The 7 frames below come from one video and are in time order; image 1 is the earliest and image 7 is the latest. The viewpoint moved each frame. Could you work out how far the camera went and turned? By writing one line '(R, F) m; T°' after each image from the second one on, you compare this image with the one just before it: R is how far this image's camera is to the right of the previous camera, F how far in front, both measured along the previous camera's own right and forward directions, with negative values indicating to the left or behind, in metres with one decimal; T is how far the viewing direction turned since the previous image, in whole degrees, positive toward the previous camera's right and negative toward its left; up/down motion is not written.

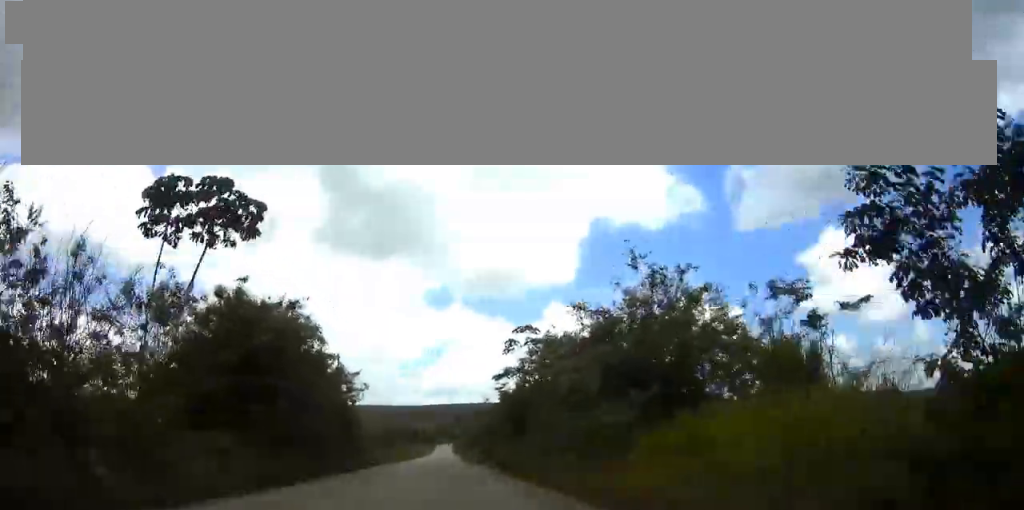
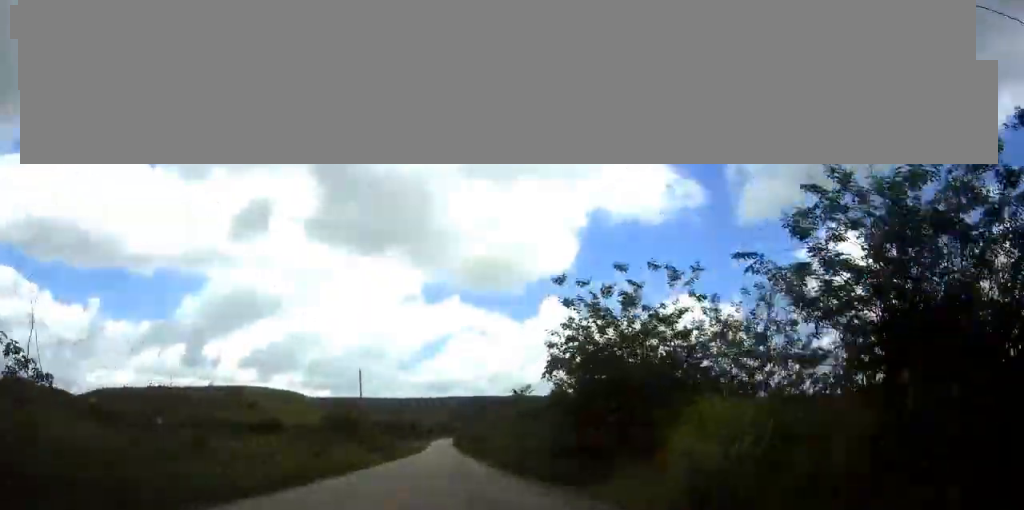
(0.0, +55.3) m; 0°
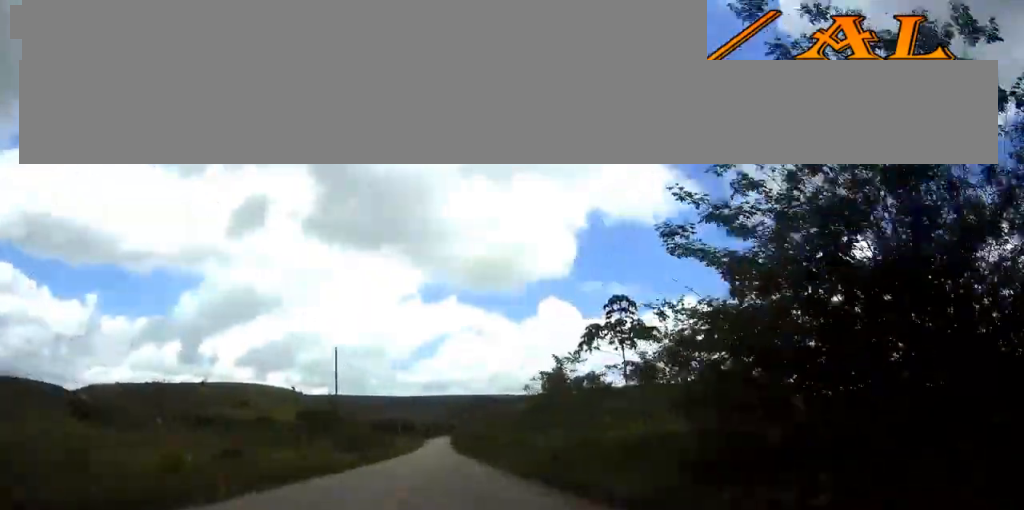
(0.0, +12.8) m; 0°
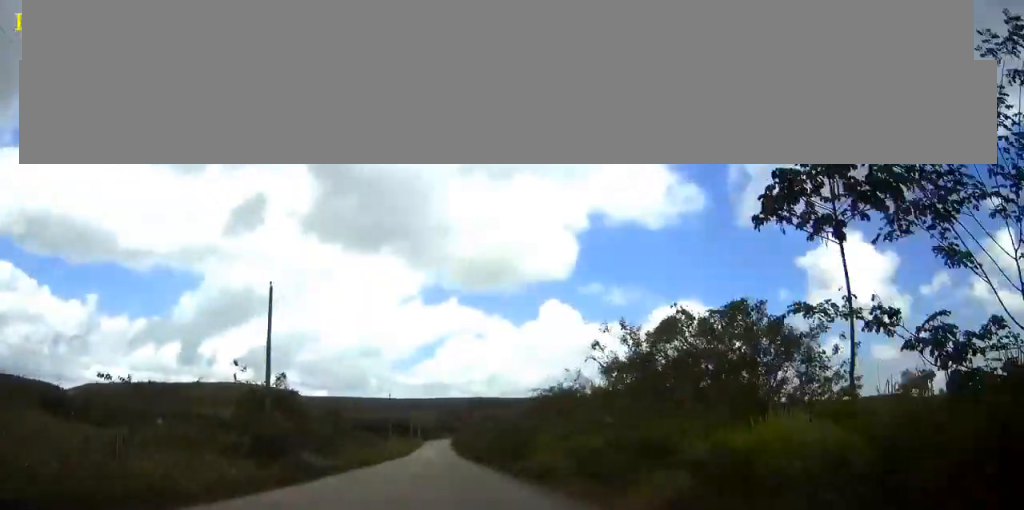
(+0.1, +19.3) m; +1°
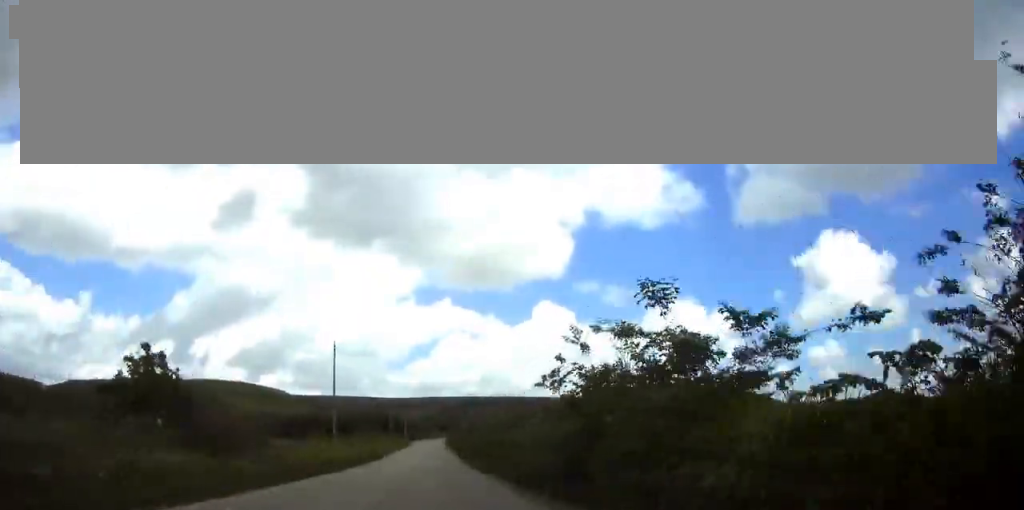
(+0.3, +43.5) m; 0°
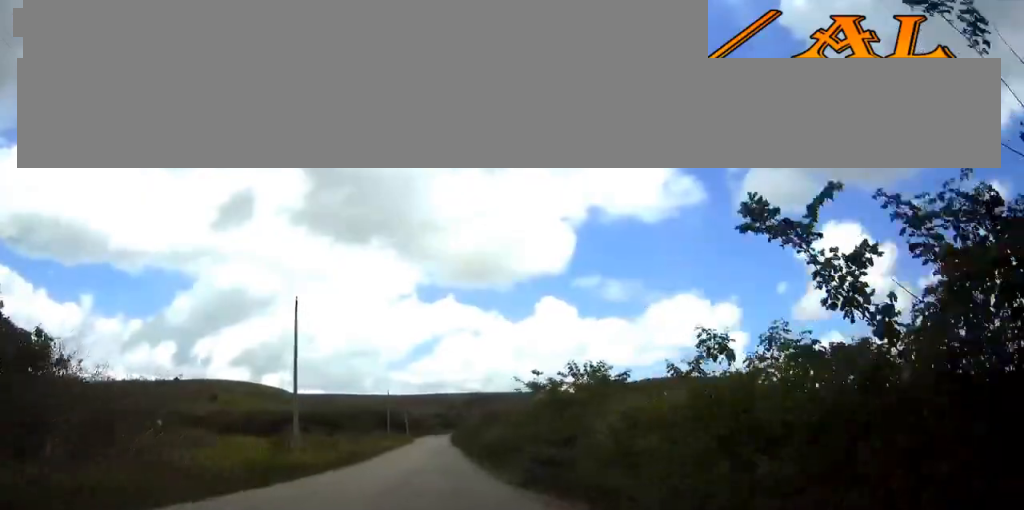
(0.0, +14.2) m; 0°
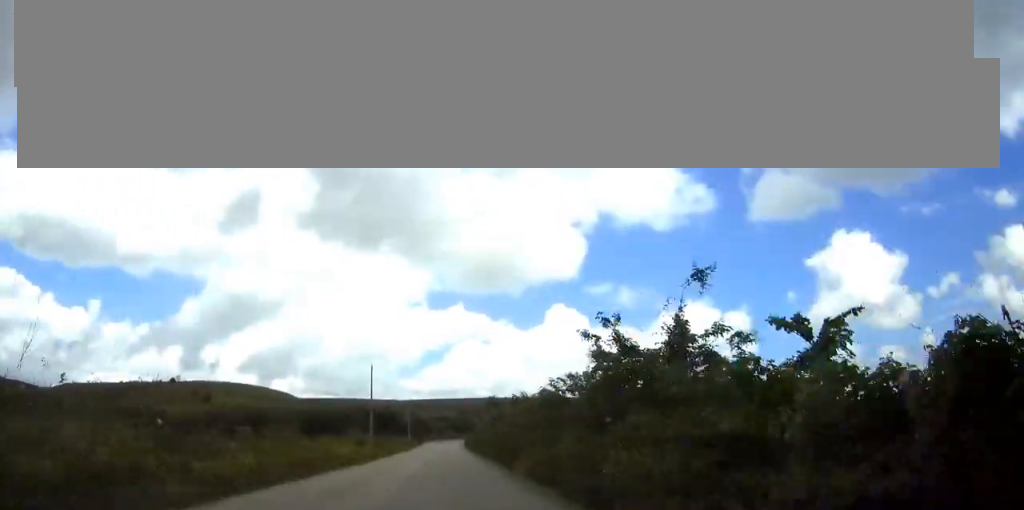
(-0.2, +35.0) m; 0°
